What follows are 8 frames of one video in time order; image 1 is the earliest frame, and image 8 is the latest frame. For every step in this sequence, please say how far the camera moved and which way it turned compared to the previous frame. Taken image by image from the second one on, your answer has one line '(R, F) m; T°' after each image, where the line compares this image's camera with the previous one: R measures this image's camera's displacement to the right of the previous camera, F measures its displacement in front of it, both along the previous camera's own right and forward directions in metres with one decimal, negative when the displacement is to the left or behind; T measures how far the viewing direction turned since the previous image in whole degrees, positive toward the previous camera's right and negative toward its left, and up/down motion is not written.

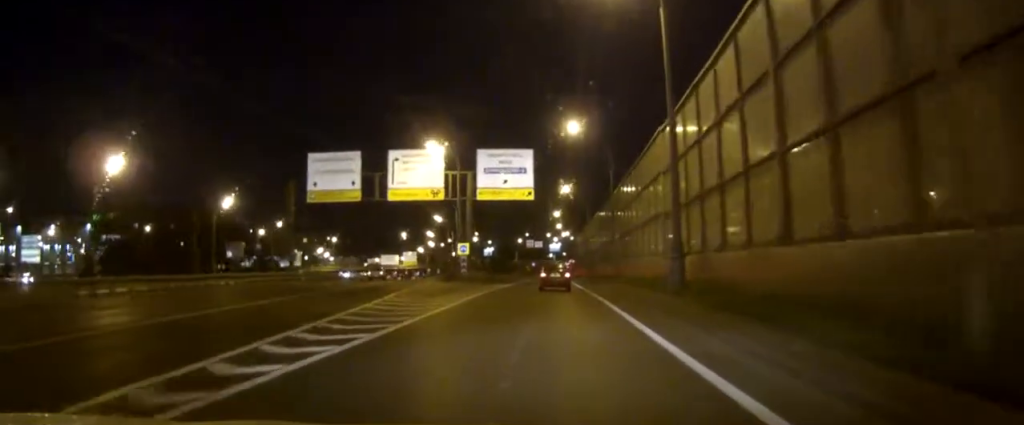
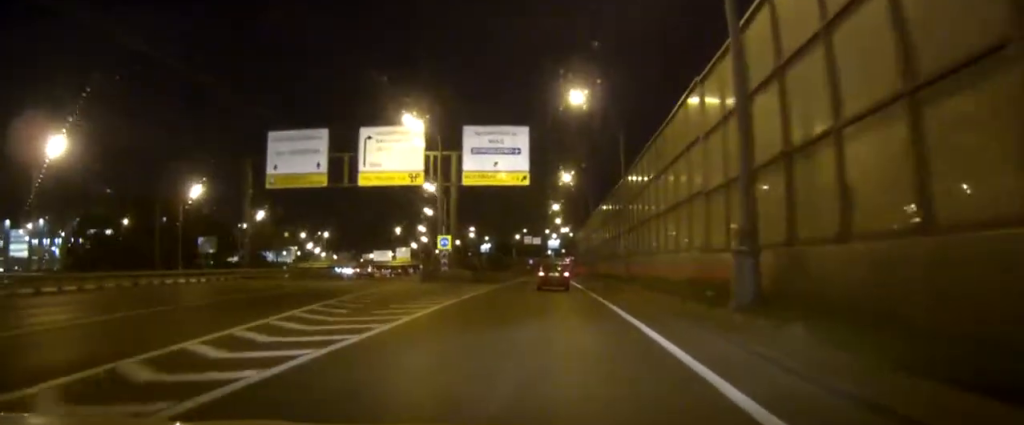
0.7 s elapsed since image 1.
(0.0, +10.1) m; -1°
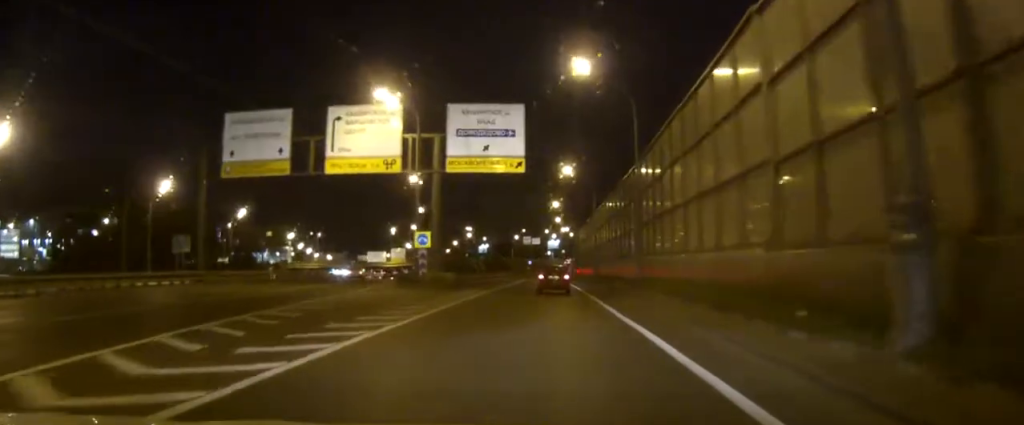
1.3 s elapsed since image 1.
(-0.2, +8.5) m; 0°
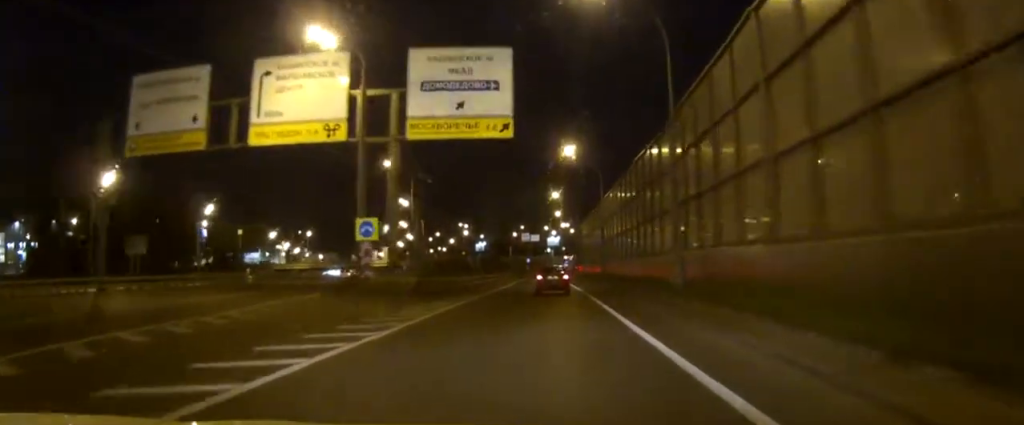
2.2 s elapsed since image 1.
(0.0, +13.0) m; +1°
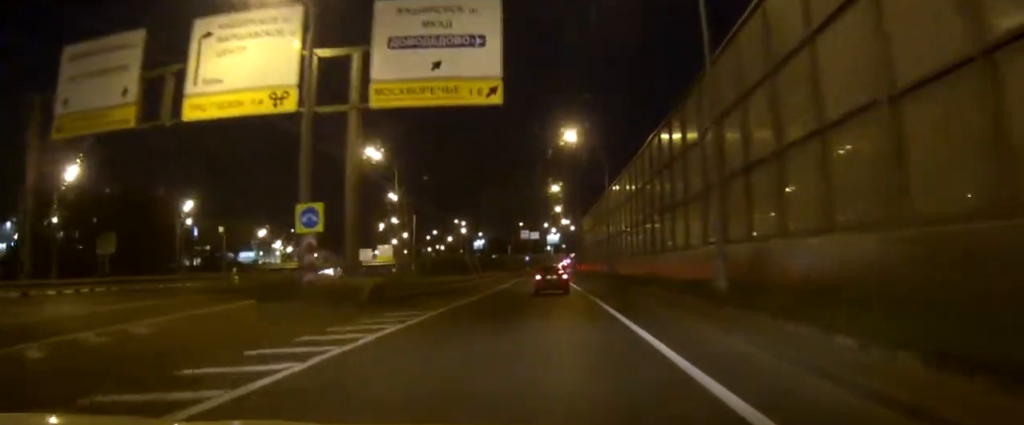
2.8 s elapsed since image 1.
(0.0, +7.3) m; 0°
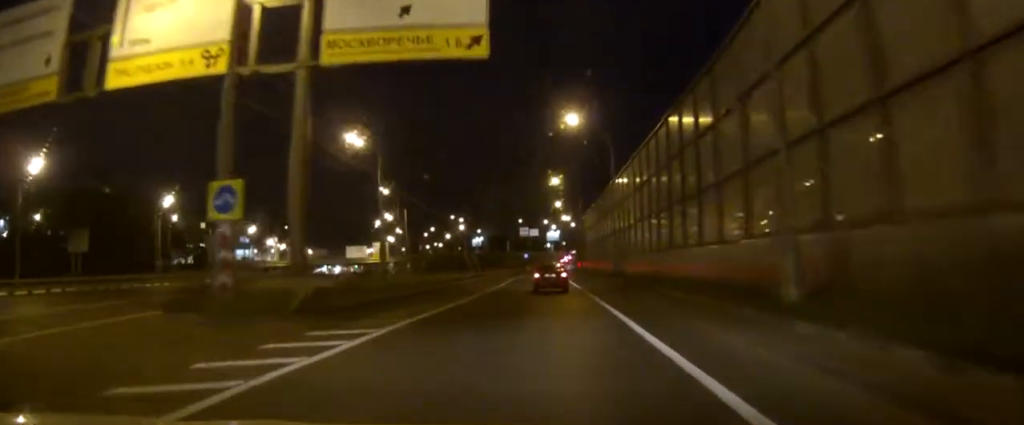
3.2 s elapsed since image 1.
(0.0, +6.3) m; 0°
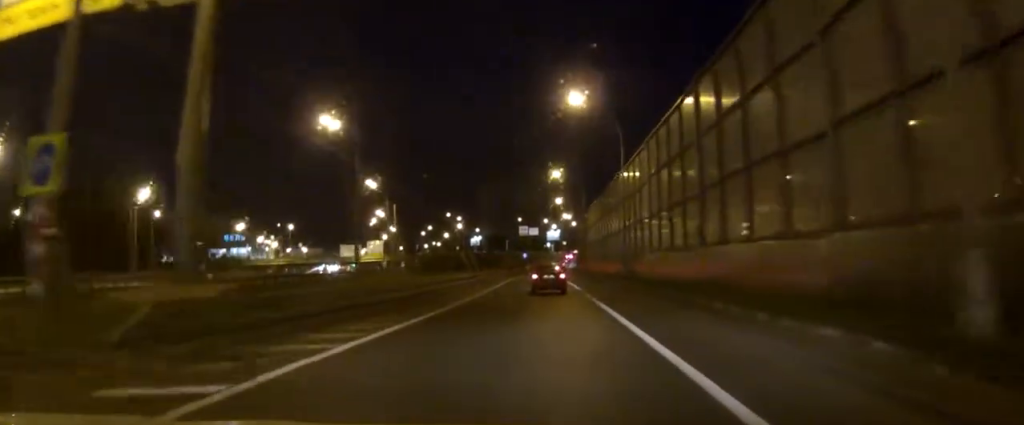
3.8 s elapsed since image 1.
(0.0, +7.2) m; 0°
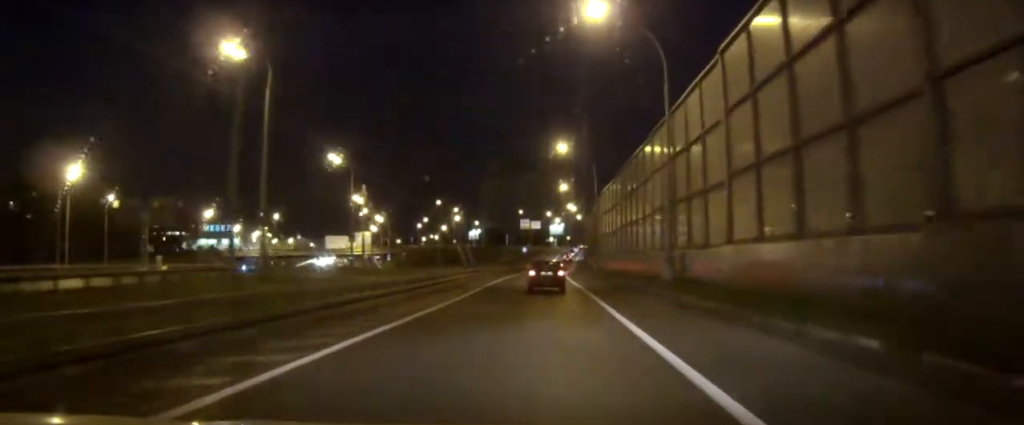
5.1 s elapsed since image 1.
(-0.2, +17.5) m; -1°
